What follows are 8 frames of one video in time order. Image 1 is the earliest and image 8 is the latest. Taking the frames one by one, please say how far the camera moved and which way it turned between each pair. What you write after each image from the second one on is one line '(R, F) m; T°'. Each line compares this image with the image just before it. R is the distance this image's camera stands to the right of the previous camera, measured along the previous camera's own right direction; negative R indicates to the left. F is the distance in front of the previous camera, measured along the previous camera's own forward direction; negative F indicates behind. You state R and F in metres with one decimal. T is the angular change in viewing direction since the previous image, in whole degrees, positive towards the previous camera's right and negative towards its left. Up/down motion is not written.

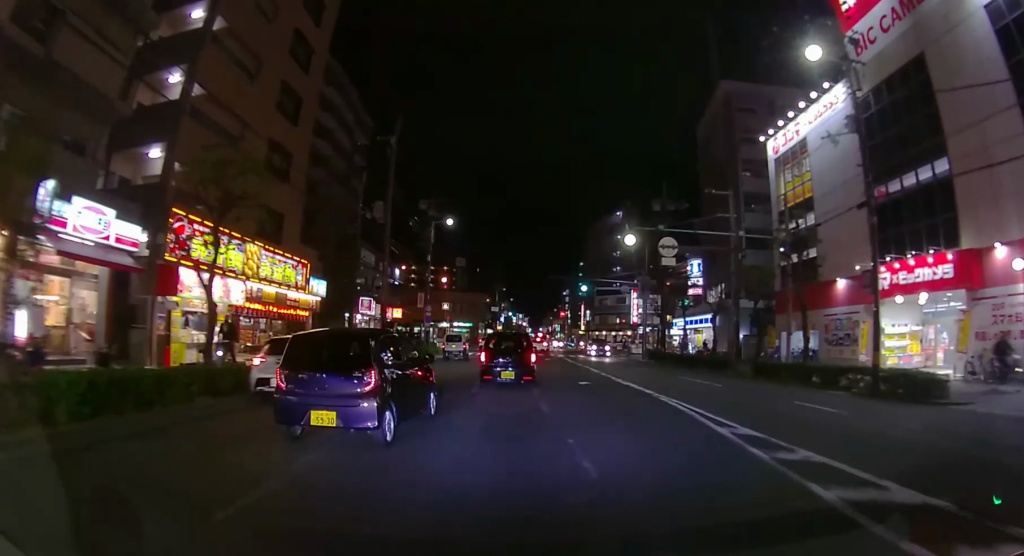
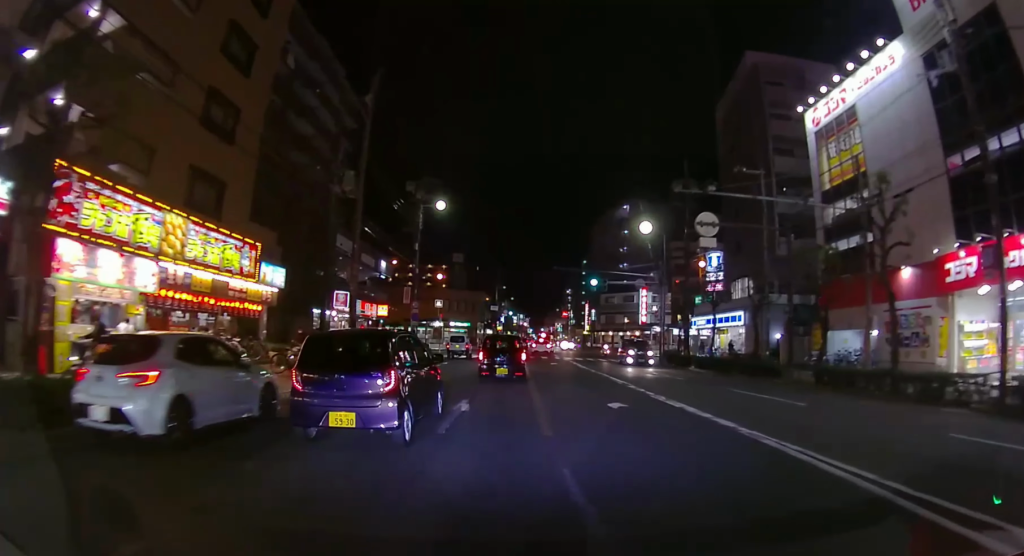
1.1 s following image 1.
(0.0, +5.9) m; -1°
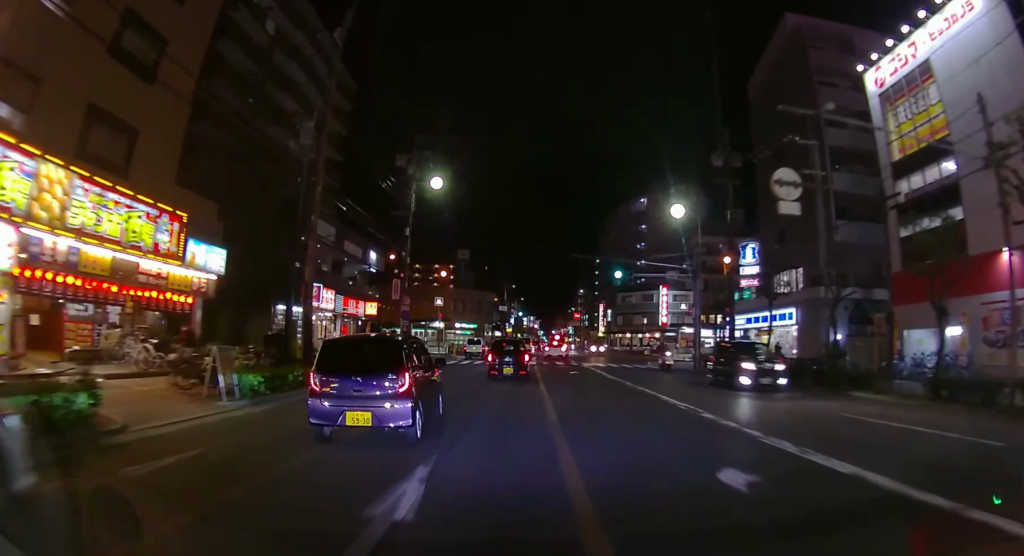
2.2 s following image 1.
(-0.1, +6.0) m; 0°
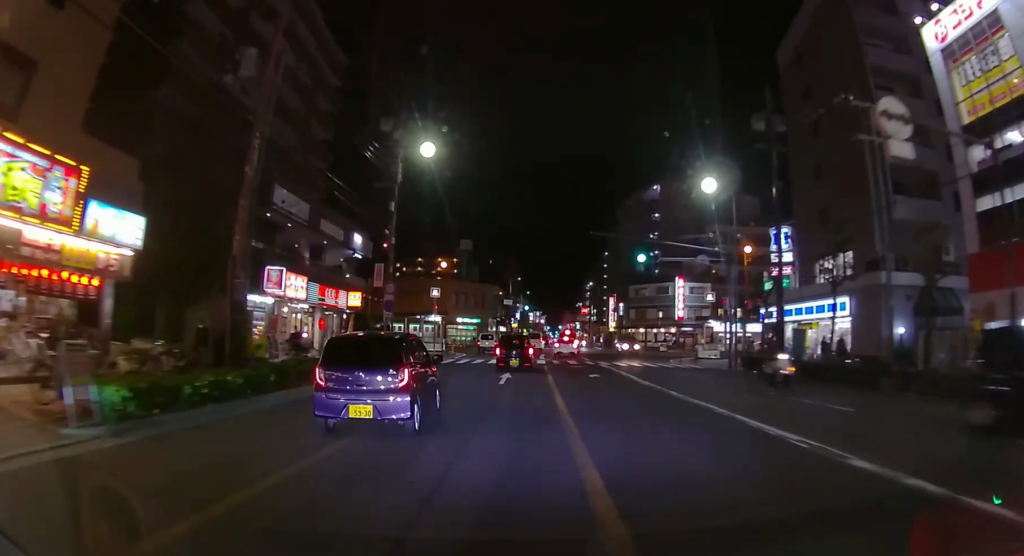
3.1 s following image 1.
(+0.1, +5.5) m; 0°
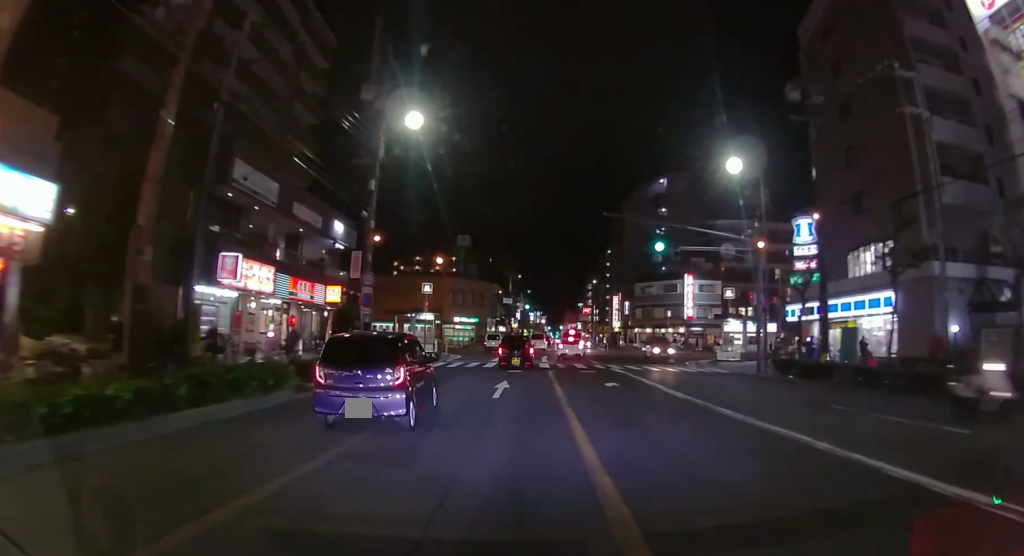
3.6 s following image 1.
(+0.1, +3.7) m; 0°
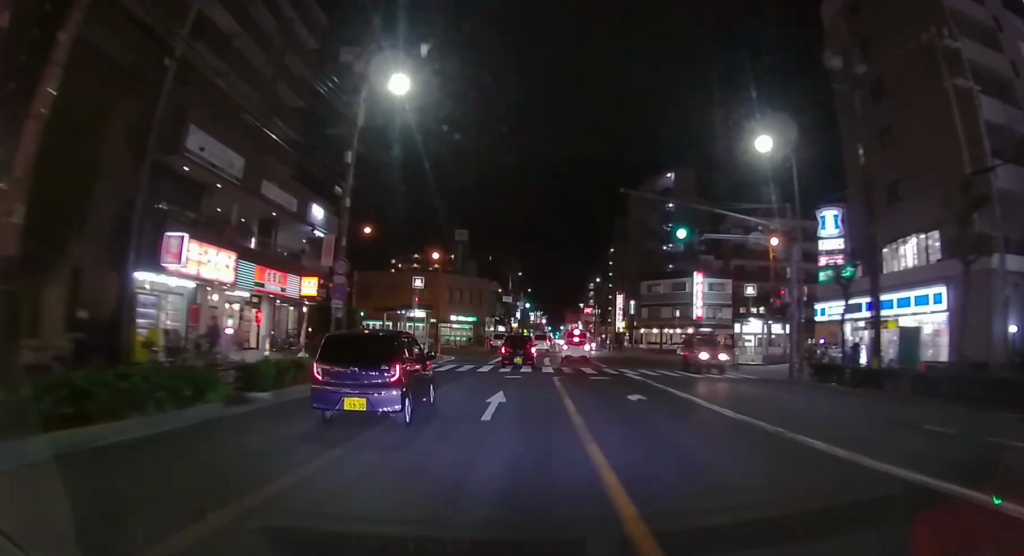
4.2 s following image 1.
(-0.1, +3.6) m; -1°
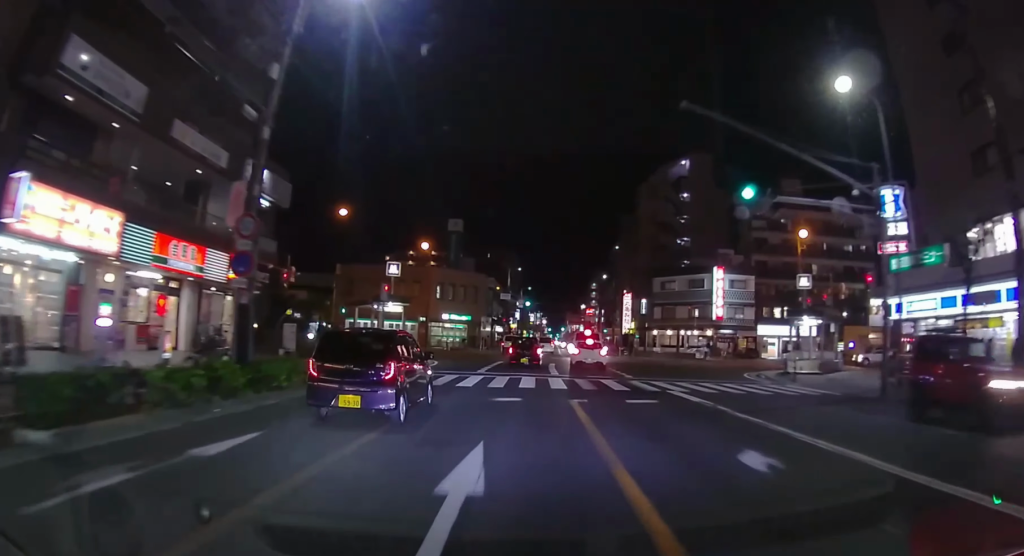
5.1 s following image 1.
(-0.1, +6.5) m; -2°
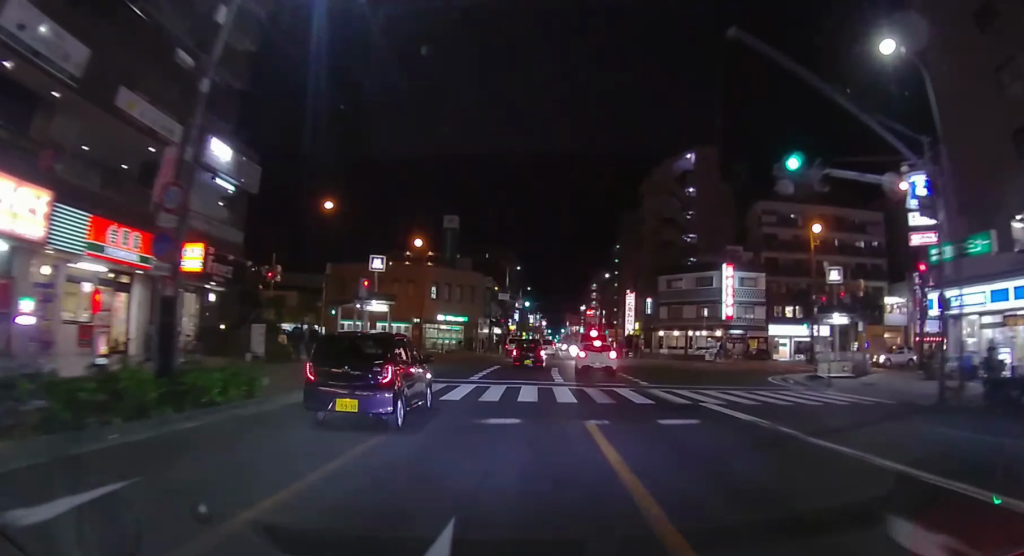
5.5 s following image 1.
(+0.1, +2.9) m; -1°
